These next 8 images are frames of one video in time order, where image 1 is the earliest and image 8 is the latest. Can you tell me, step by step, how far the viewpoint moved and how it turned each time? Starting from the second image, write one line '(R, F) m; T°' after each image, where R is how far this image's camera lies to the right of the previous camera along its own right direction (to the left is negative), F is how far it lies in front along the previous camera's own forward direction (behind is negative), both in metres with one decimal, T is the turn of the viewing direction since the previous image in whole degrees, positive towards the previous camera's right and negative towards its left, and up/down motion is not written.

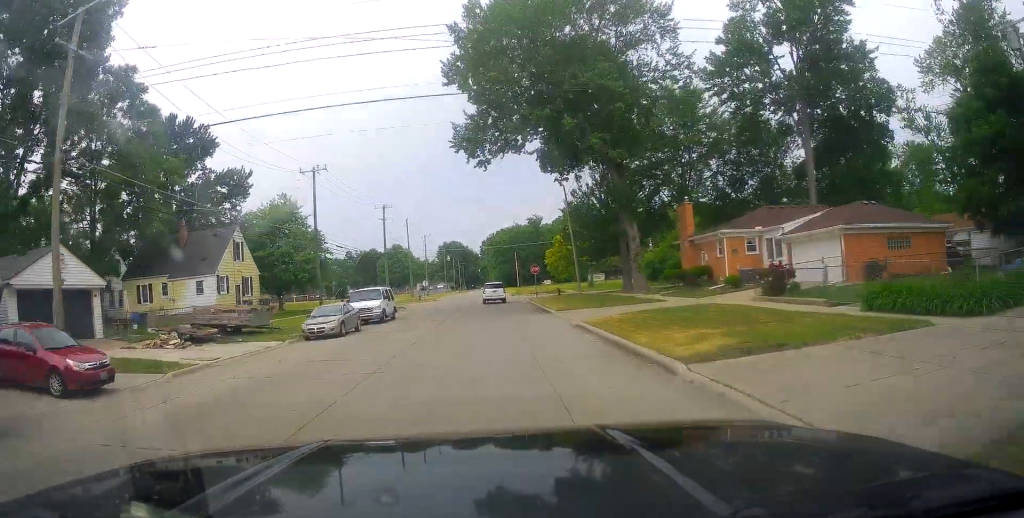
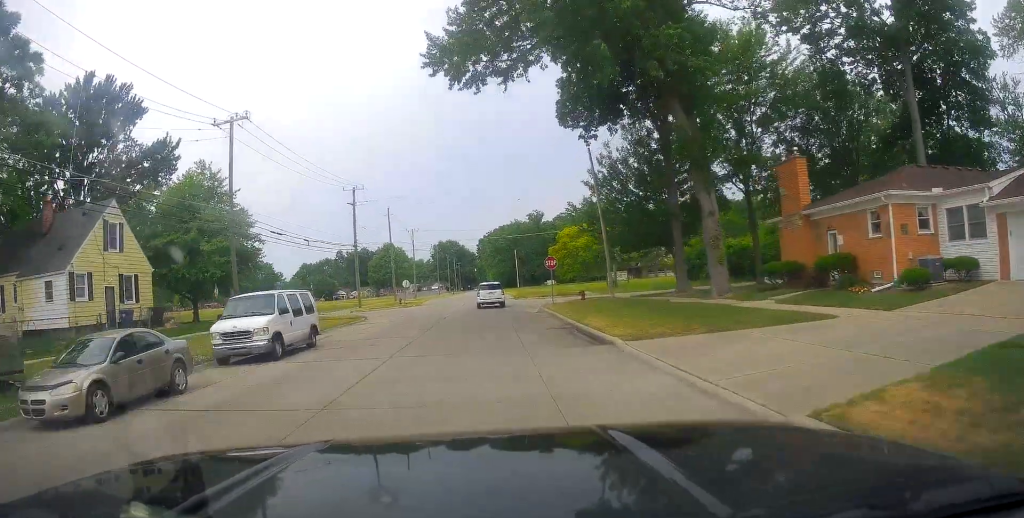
(0.0, +16.2) m; 0°
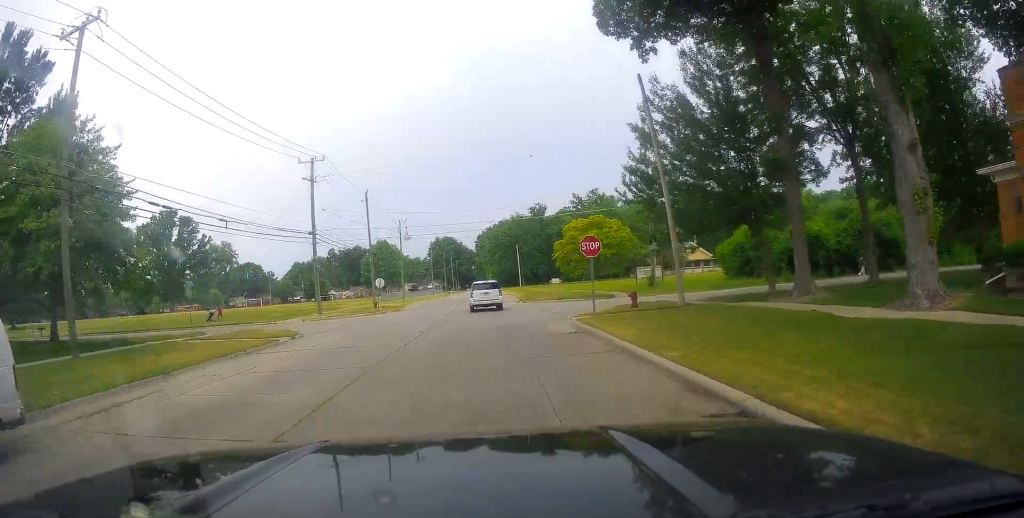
(-0.1, +15.2) m; +2°
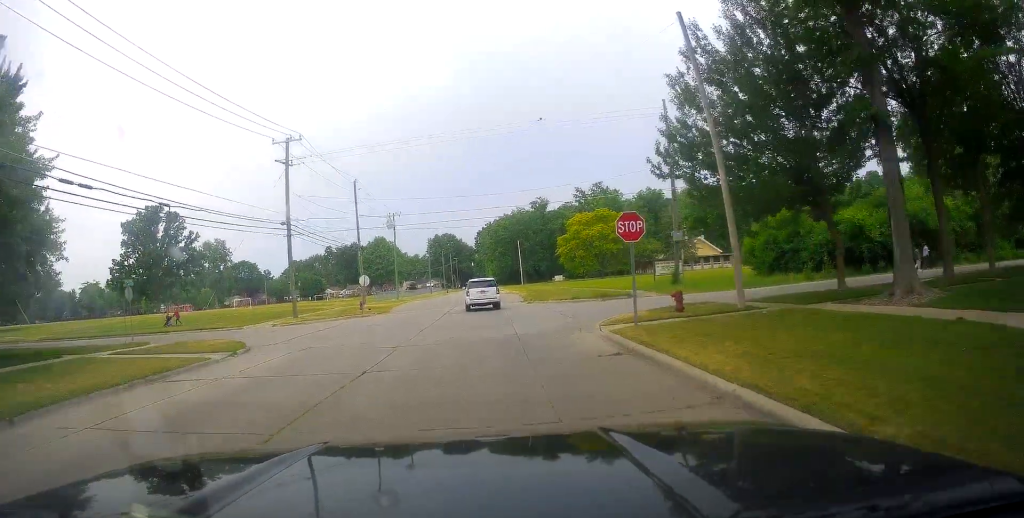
(+0.2, +6.5) m; +2°
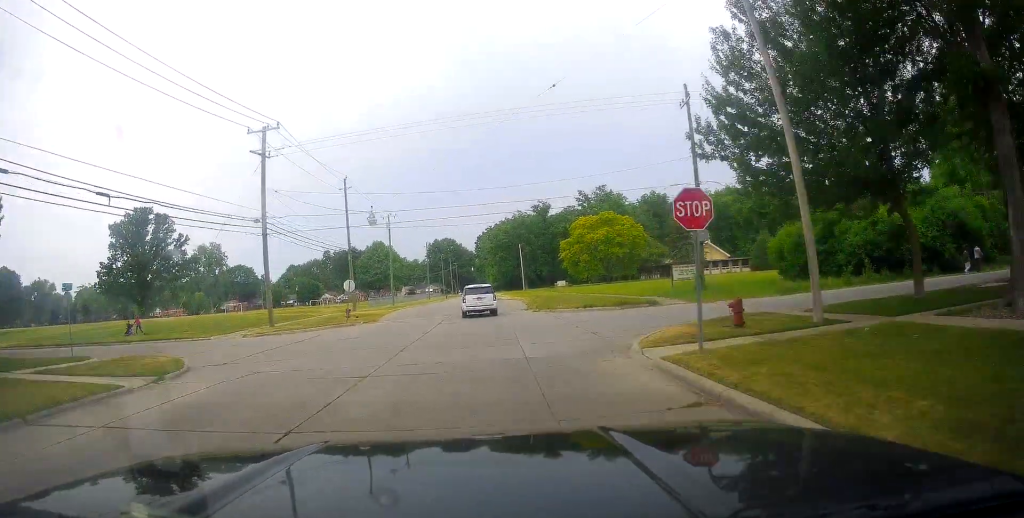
(+0.1, +5.3) m; +1°
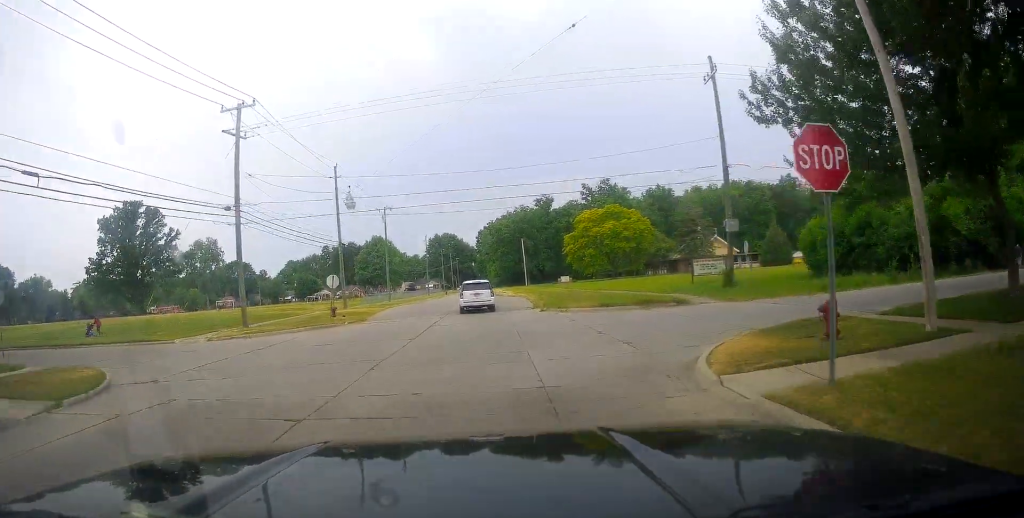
(0.0, +4.7) m; -2°
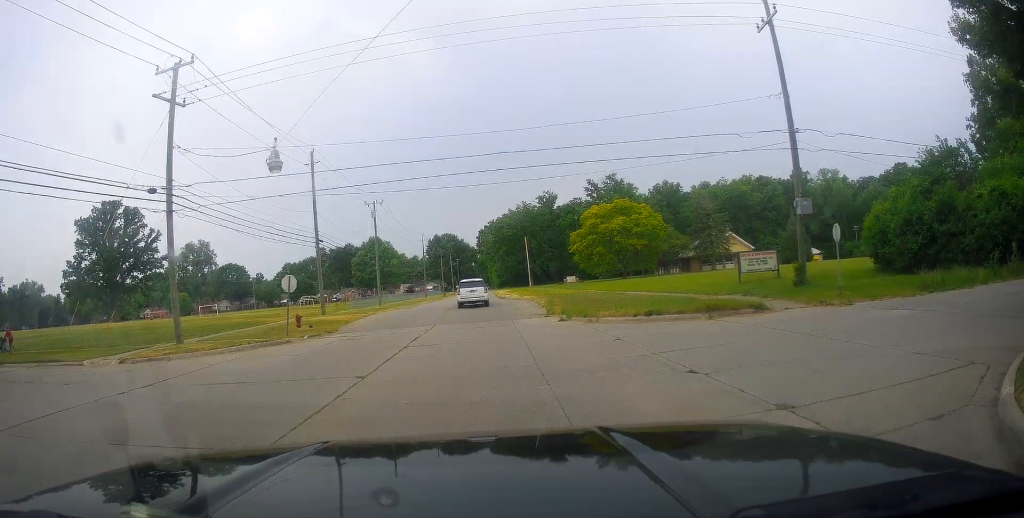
(-0.5, +9.7) m; -2°
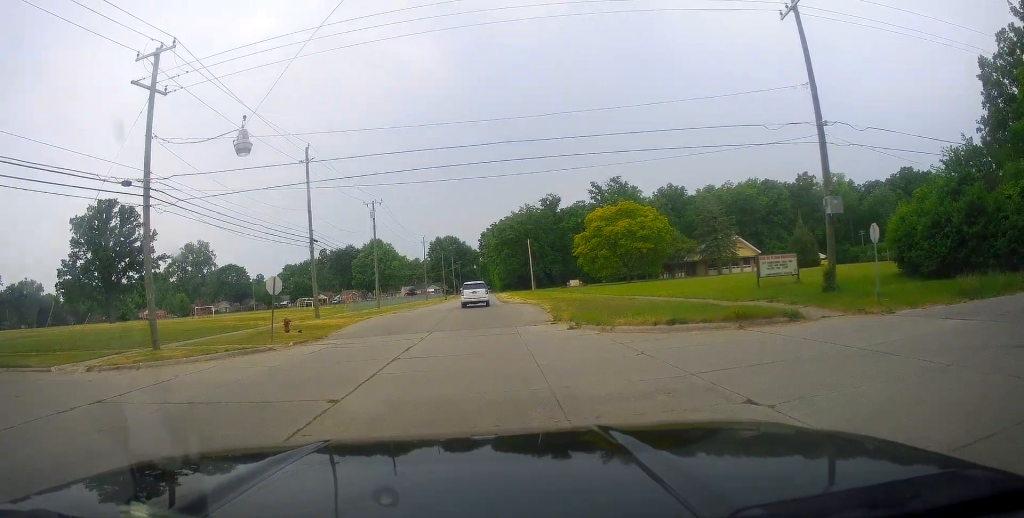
(+0.2, +2.8) m; +3°
